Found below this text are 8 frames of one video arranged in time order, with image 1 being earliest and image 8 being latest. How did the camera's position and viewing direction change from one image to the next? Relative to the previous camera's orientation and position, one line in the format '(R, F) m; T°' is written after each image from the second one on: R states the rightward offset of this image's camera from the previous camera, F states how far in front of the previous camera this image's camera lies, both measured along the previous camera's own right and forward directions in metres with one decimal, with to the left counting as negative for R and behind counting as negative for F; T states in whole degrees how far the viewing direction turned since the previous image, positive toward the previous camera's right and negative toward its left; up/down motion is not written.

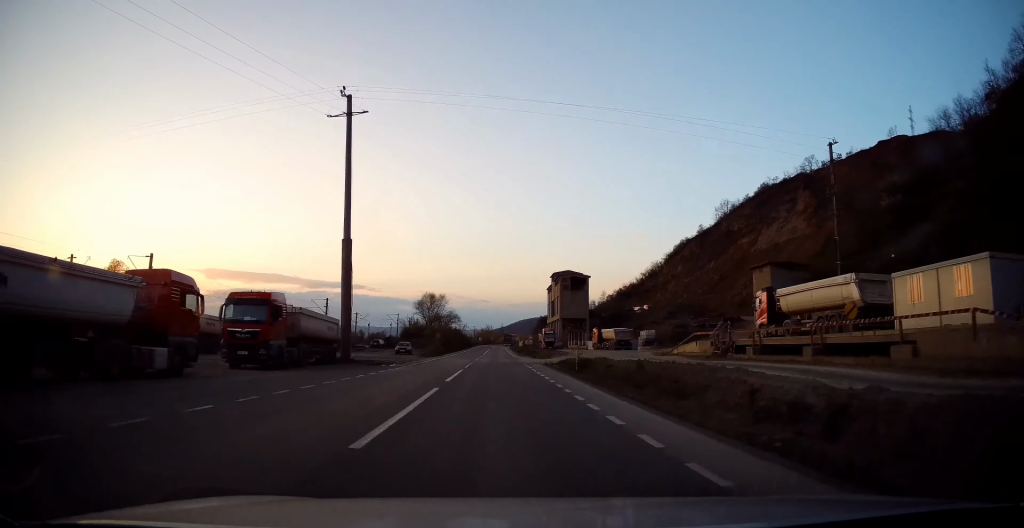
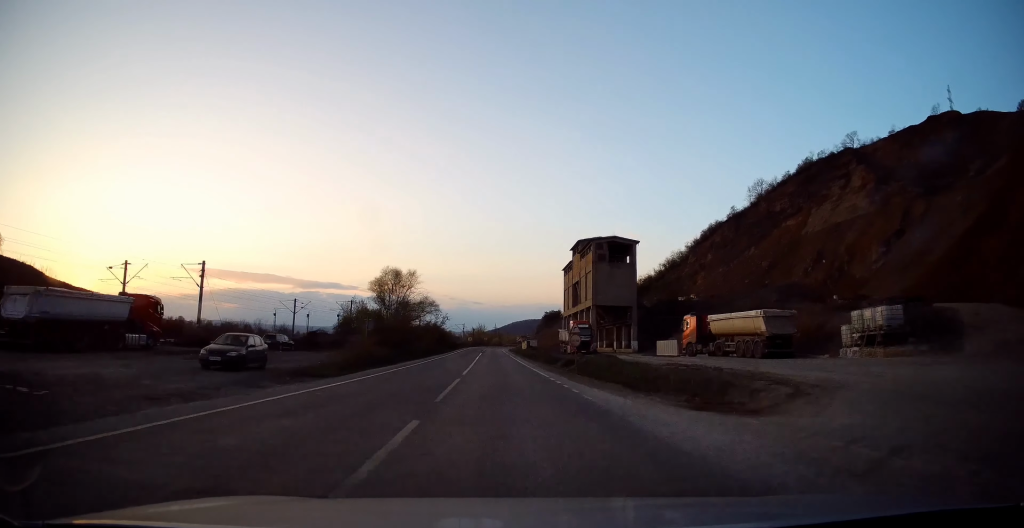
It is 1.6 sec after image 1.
(+0.7, +41.1) m; +1°
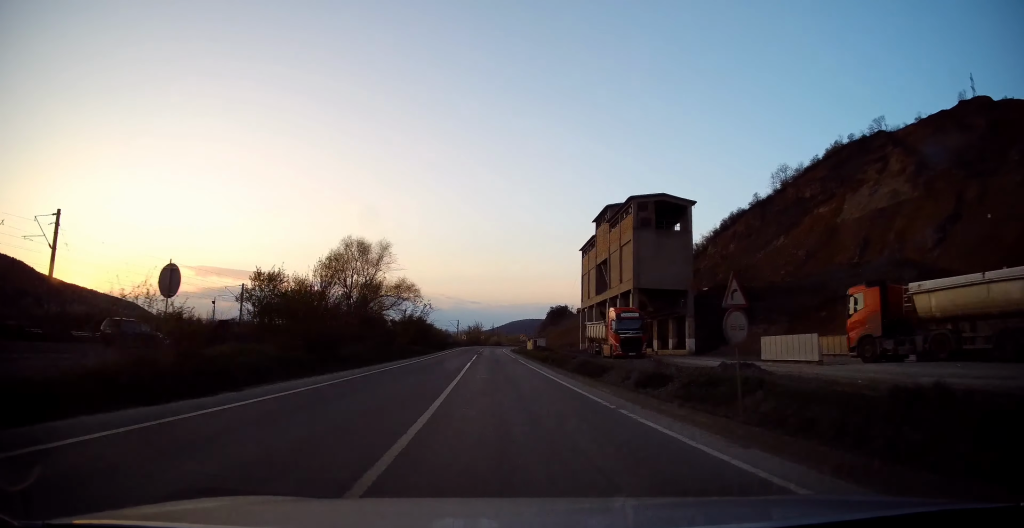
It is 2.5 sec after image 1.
(0.0, +21.3) m; 0°
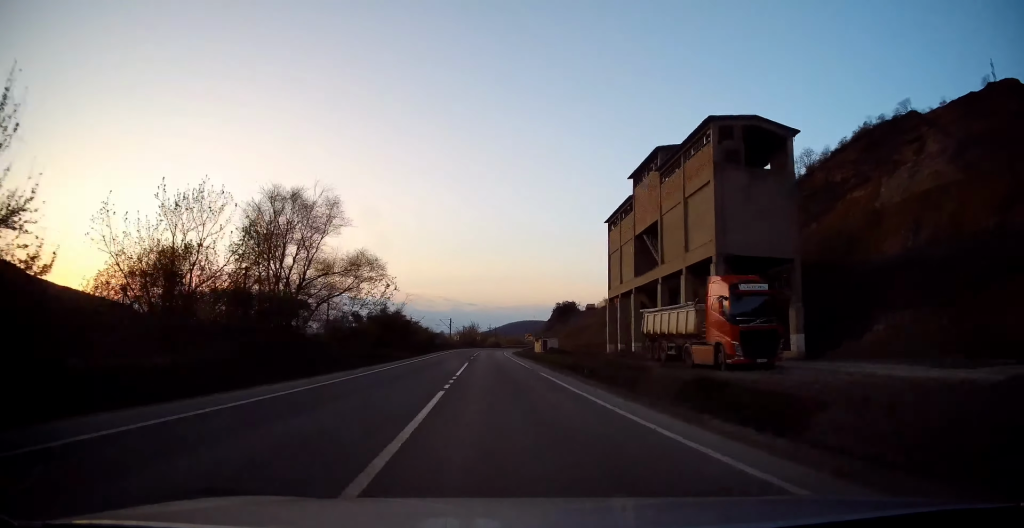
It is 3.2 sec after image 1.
(+0.2, +19.7) m; +1°
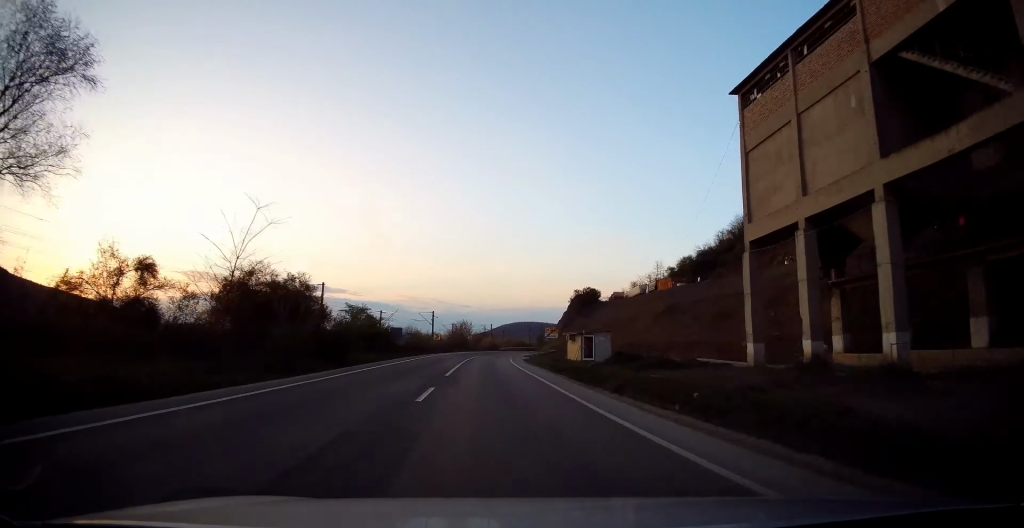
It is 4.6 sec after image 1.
(+0.2, +34.2) m; 0°
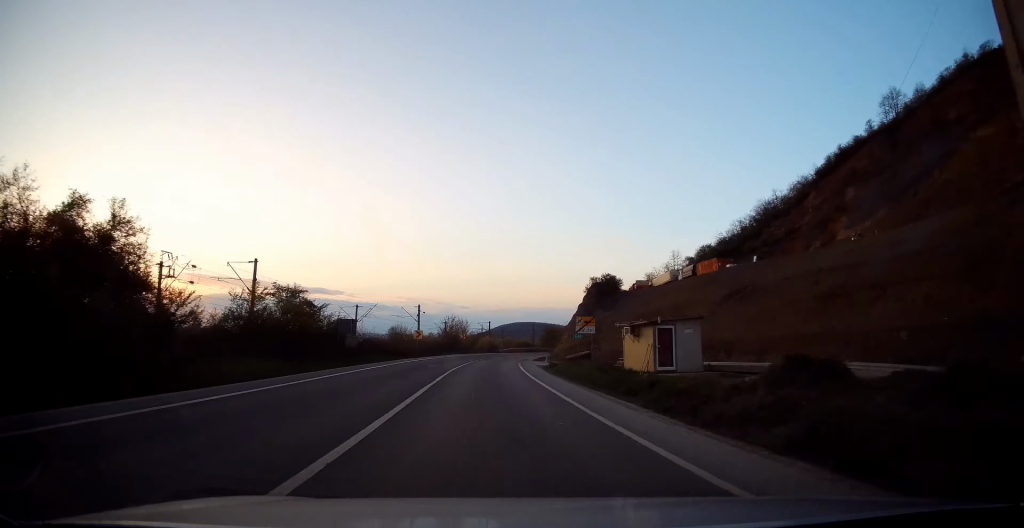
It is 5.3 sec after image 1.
(-0.2, +18.0) m; 0°
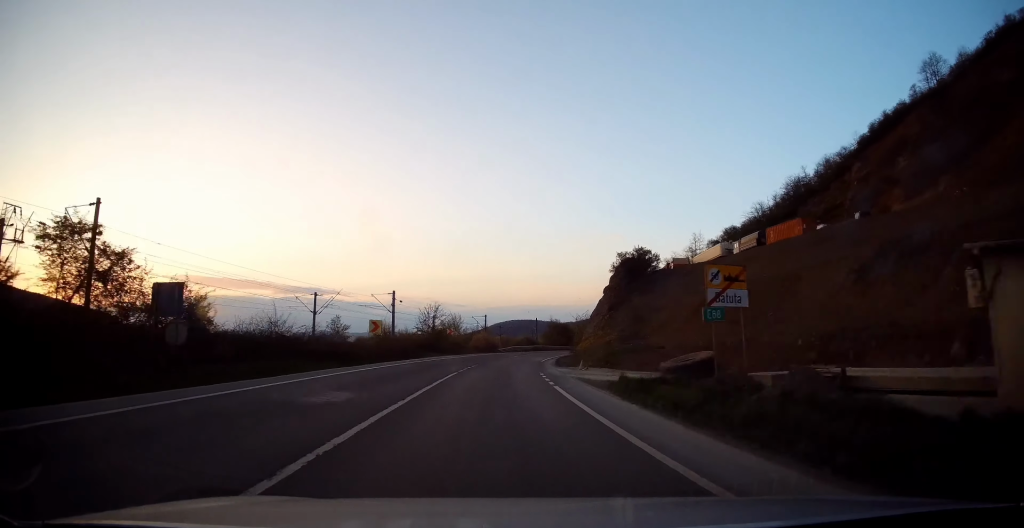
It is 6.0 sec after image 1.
(+0.1, +19.7) m; +1°
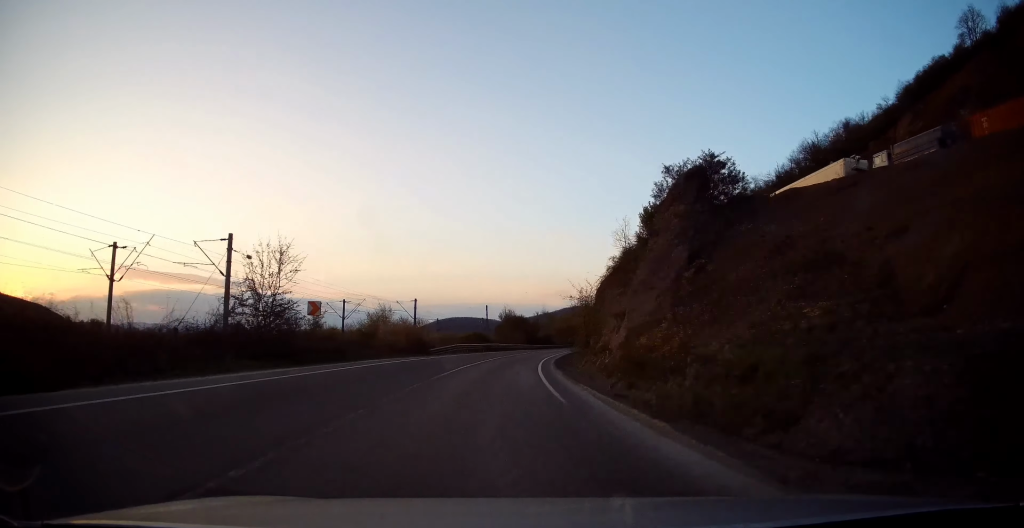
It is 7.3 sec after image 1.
(+0.7, +31.8) m; +4°
